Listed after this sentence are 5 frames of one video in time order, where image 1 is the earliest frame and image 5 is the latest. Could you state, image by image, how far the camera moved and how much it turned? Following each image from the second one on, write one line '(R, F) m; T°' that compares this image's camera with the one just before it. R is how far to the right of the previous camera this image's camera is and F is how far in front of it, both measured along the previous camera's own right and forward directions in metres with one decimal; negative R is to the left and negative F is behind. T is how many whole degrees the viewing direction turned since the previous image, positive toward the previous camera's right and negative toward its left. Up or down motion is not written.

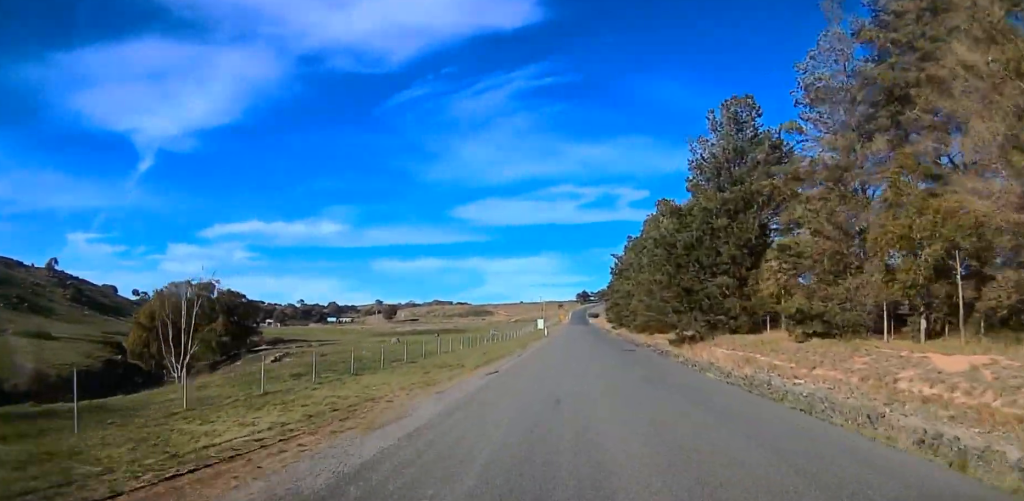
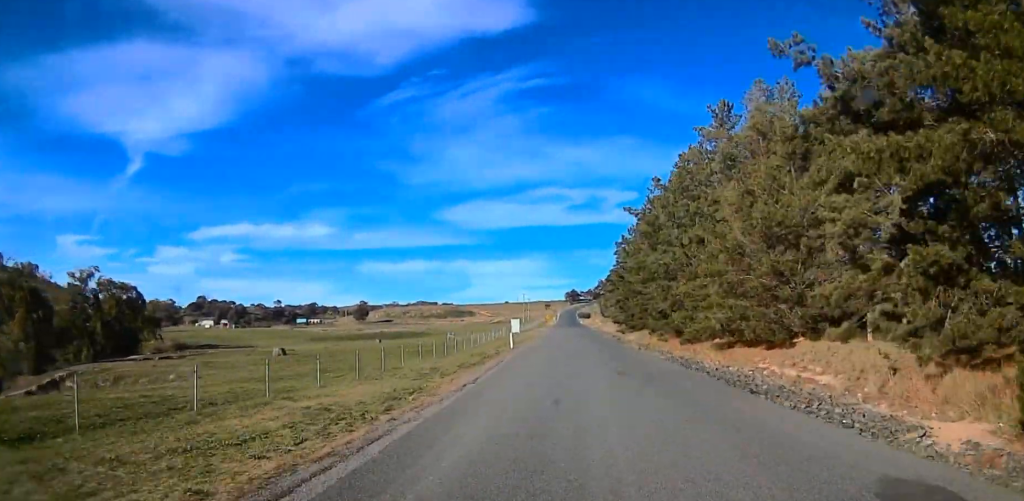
(0.0, +38.9) m; 0°
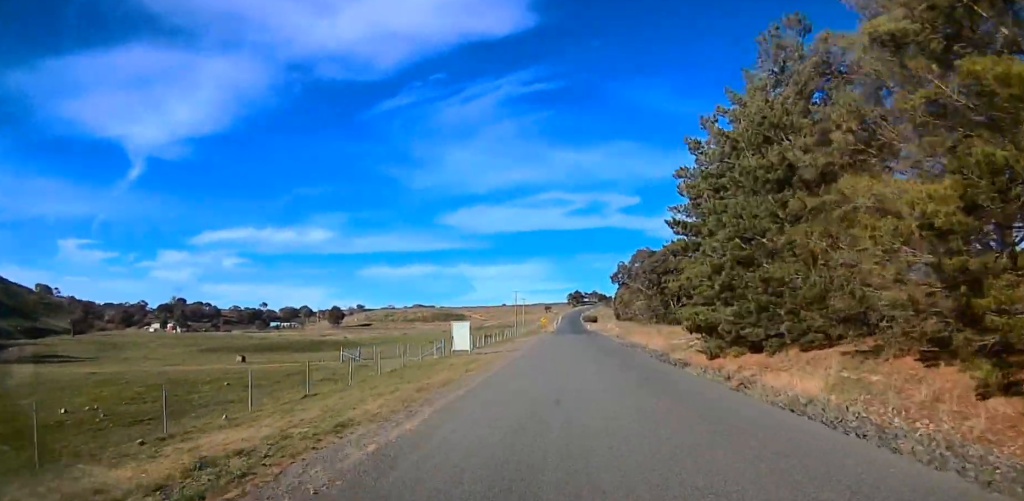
(-1.7, +47.9) m; -3°
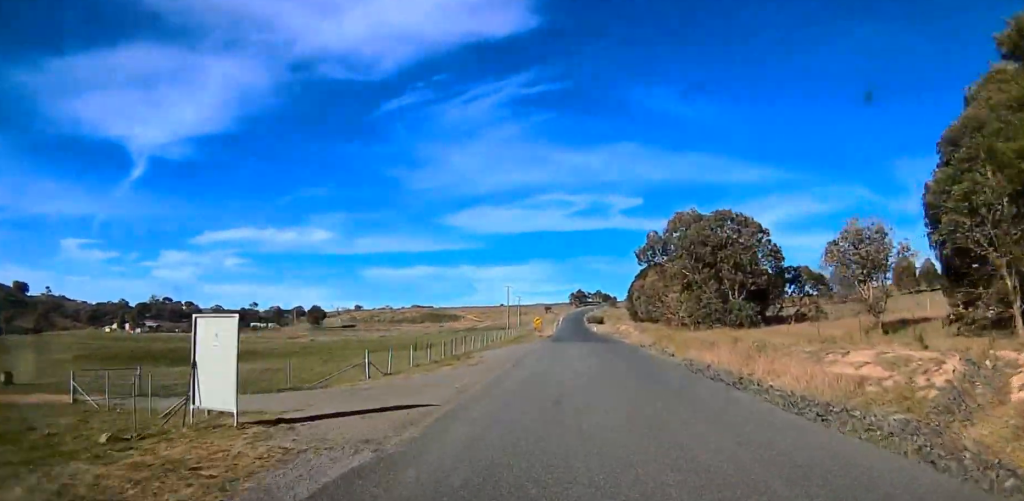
(+0.7, +30.3) m; +3°
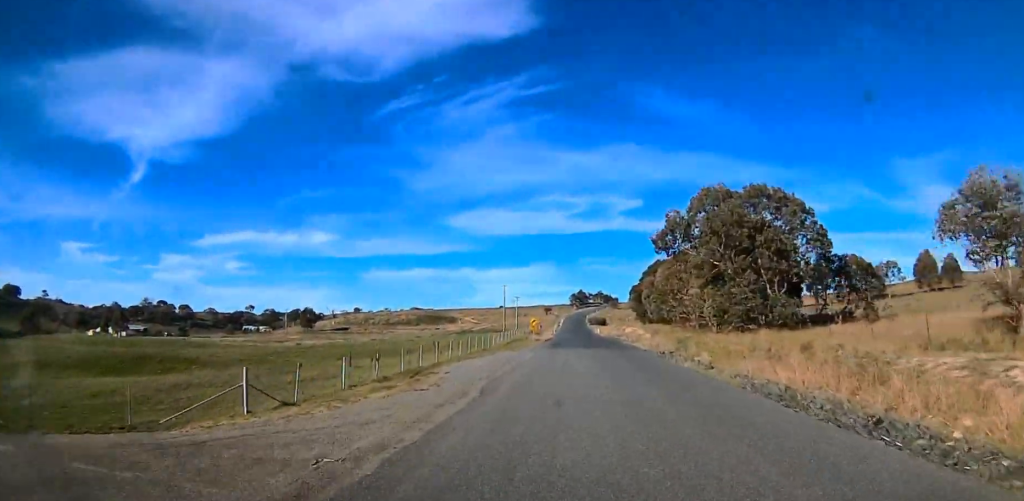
(+0.1, +10.6) m; +1°
